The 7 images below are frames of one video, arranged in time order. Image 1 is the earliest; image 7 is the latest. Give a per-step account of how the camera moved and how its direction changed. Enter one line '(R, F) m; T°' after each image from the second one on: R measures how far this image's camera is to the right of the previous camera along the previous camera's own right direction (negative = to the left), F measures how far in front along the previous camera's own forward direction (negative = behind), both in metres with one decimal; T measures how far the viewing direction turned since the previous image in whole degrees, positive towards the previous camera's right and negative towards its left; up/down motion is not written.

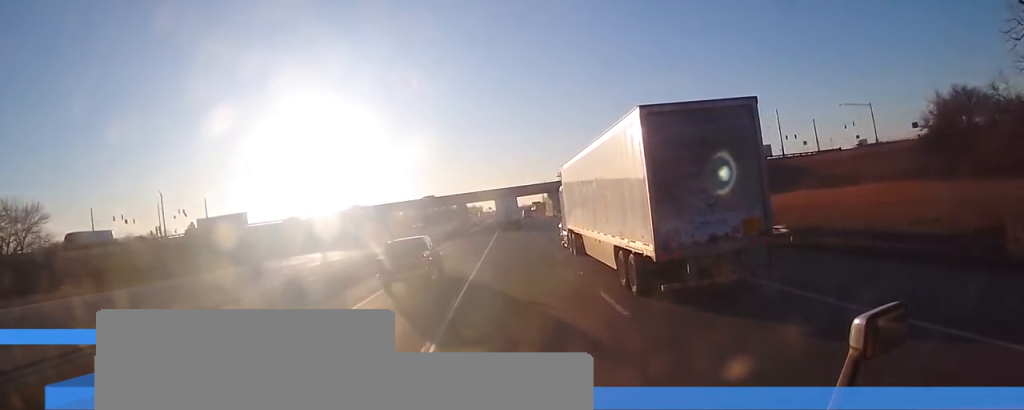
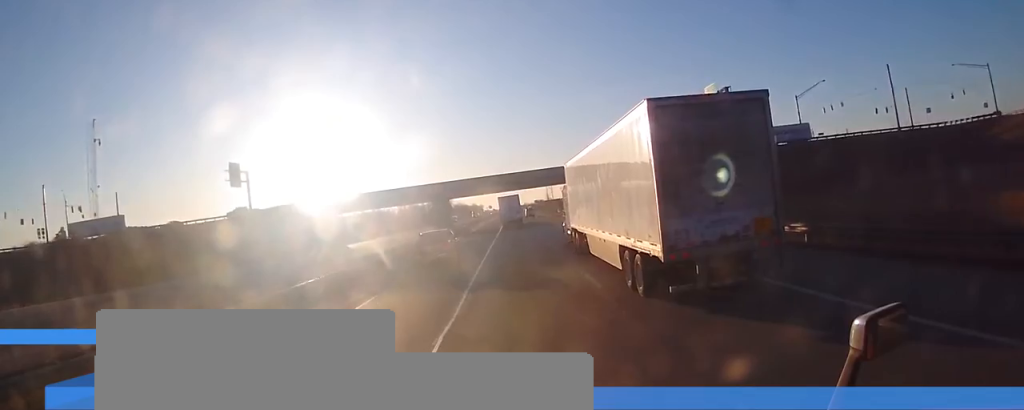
(0.0, +44.4) m; 0°
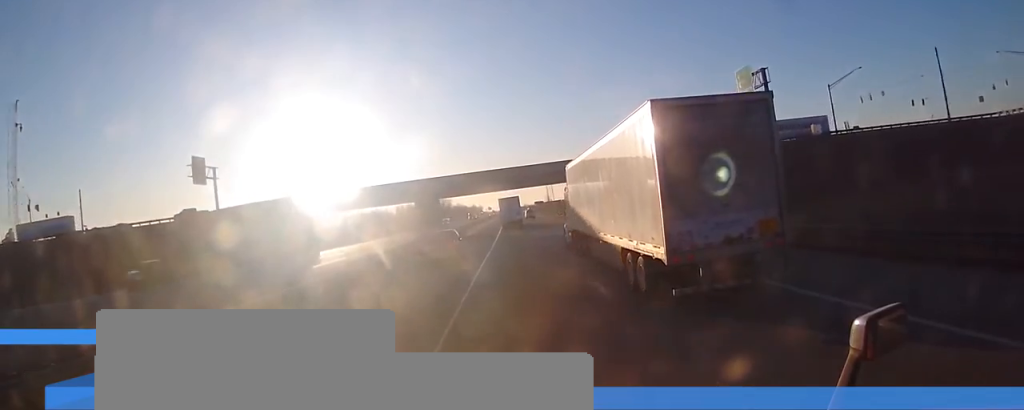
(+0.1, +13.5) m; 0°
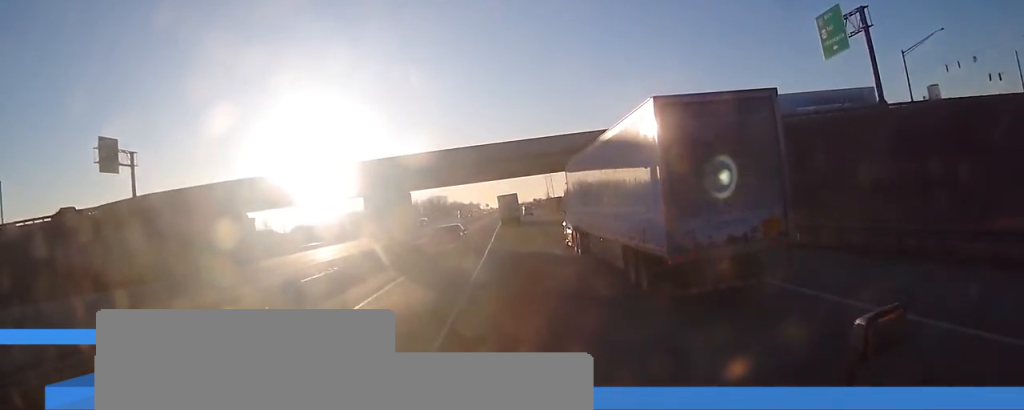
(0.0, +24.0) m; 0°
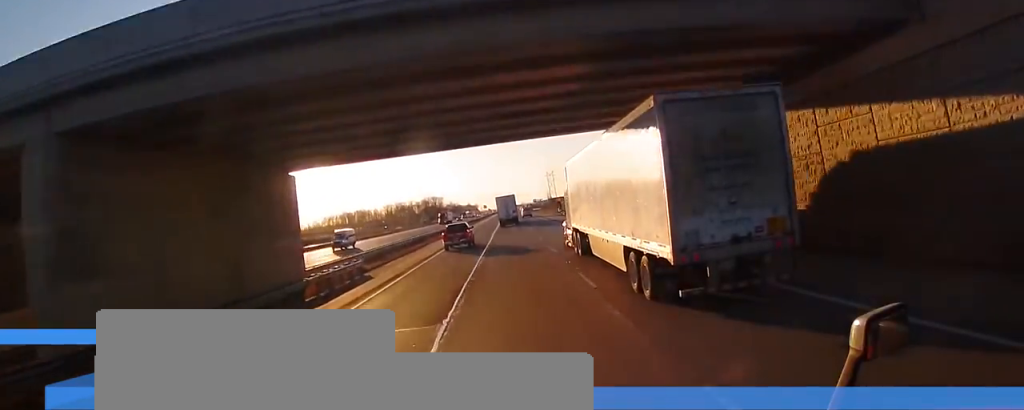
(-0.1, +34.5) m; 0°
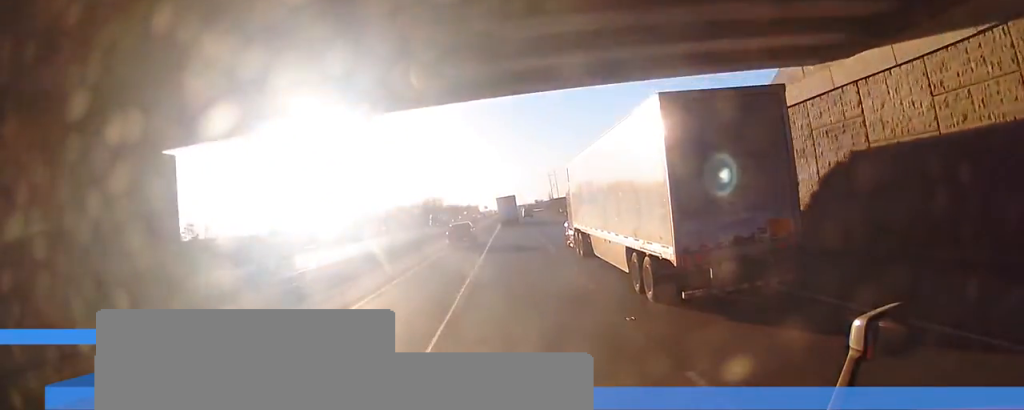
(0.0, +11.5) m; 0°
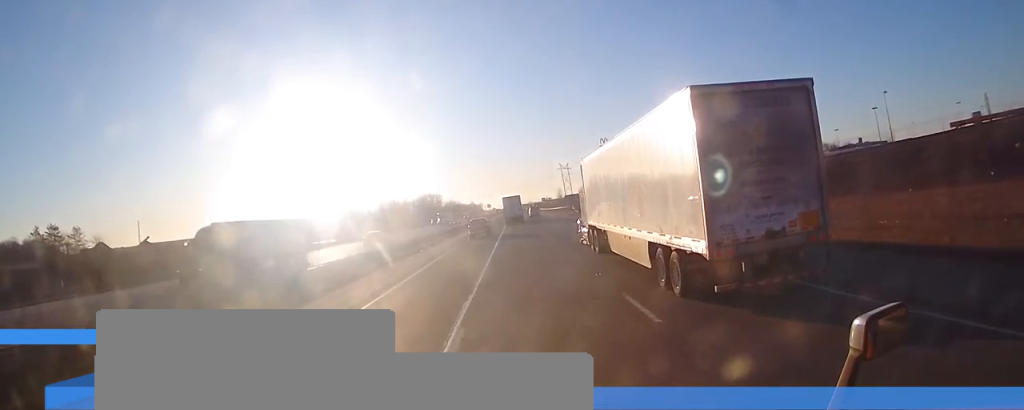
(+0.1, +65.6) m; 0°
